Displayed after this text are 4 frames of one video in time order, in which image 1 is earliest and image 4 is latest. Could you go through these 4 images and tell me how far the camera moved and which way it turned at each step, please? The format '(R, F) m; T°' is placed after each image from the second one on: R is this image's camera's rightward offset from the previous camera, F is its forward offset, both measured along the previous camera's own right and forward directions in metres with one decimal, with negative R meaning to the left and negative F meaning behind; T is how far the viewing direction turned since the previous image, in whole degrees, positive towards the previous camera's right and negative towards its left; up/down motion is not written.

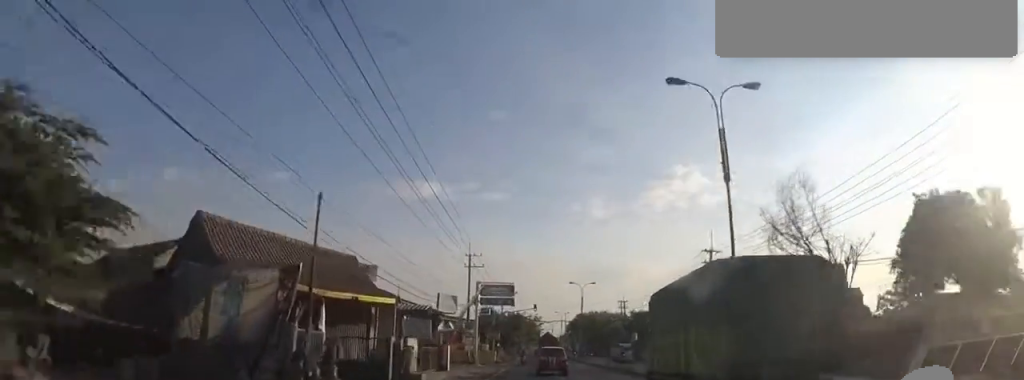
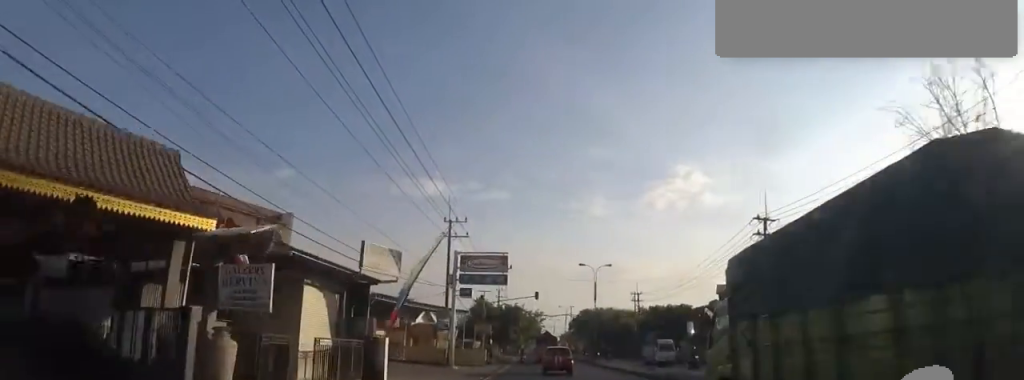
(+0.4, +12.2) m; +1°
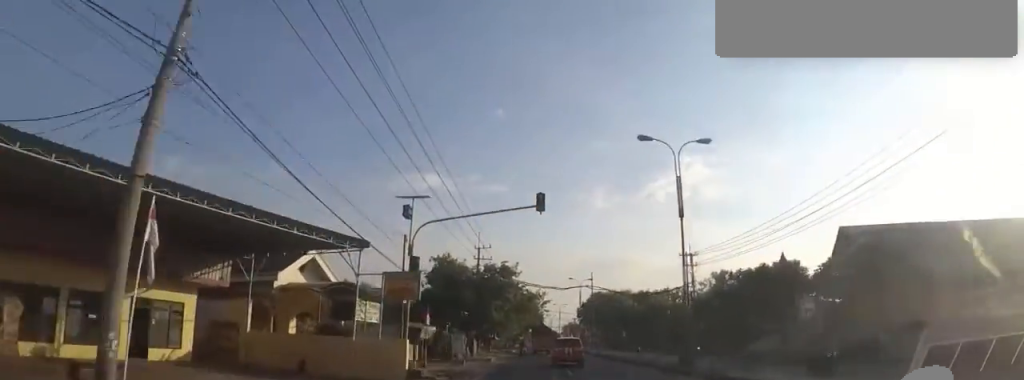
(-0.8, +28.3) m; -3°
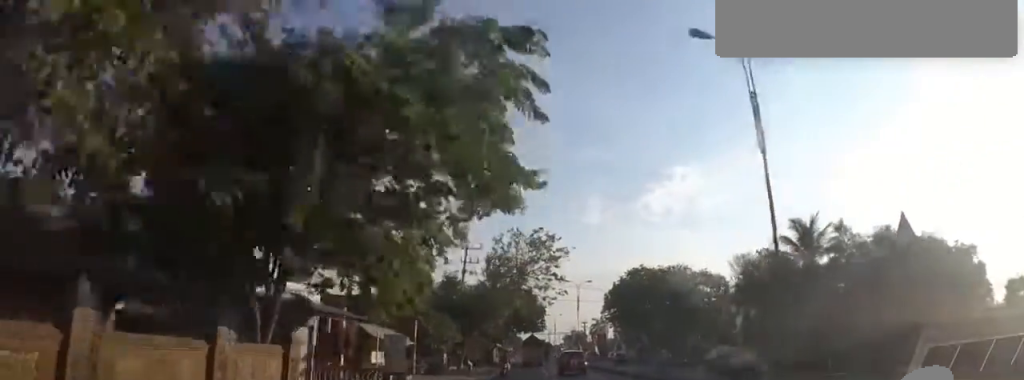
(+2.2, +54.0) m; +3°
